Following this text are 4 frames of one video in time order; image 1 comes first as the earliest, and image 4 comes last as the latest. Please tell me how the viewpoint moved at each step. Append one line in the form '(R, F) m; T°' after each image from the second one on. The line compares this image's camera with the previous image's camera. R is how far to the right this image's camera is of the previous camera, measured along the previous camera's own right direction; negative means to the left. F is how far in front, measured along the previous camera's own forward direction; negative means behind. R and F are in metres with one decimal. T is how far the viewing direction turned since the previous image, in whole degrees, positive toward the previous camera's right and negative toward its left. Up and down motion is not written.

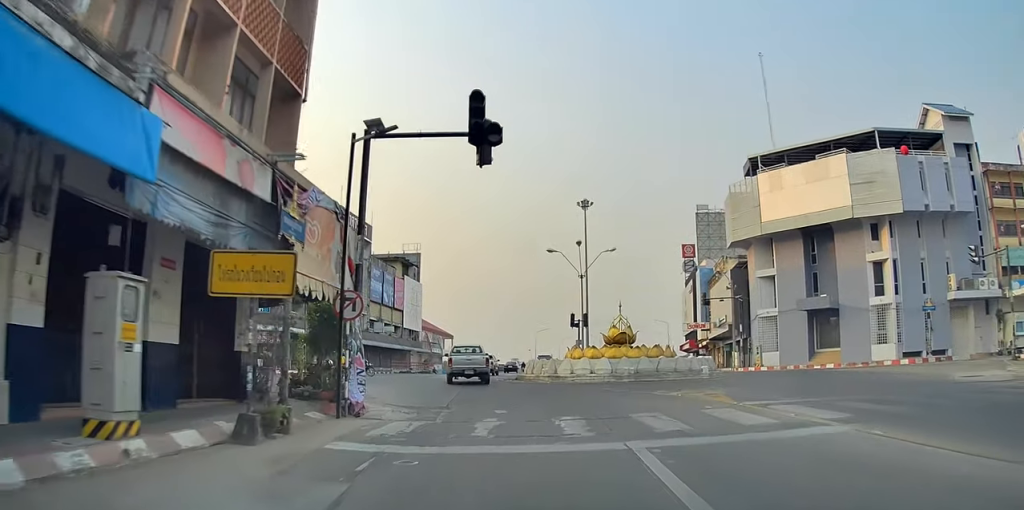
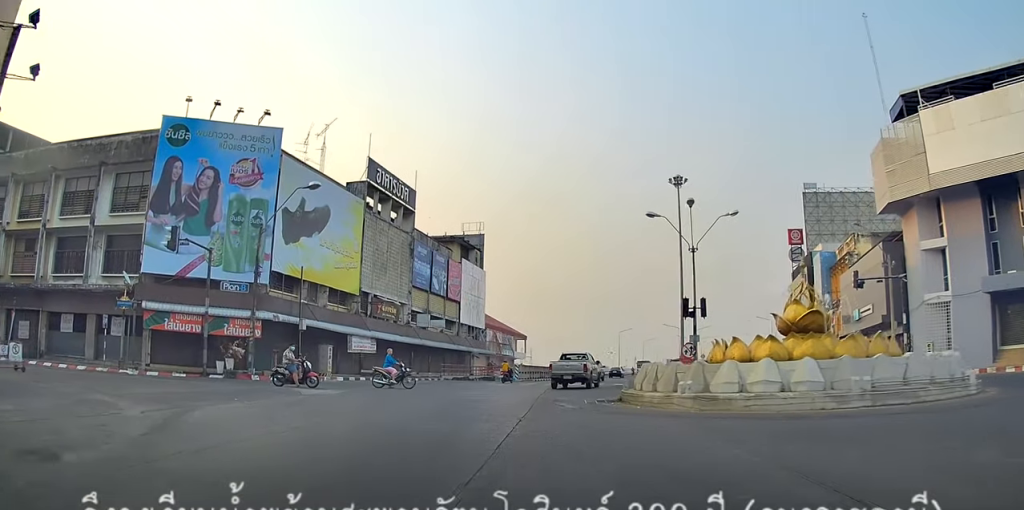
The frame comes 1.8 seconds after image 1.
(-1.4, +15.4) m; -11°
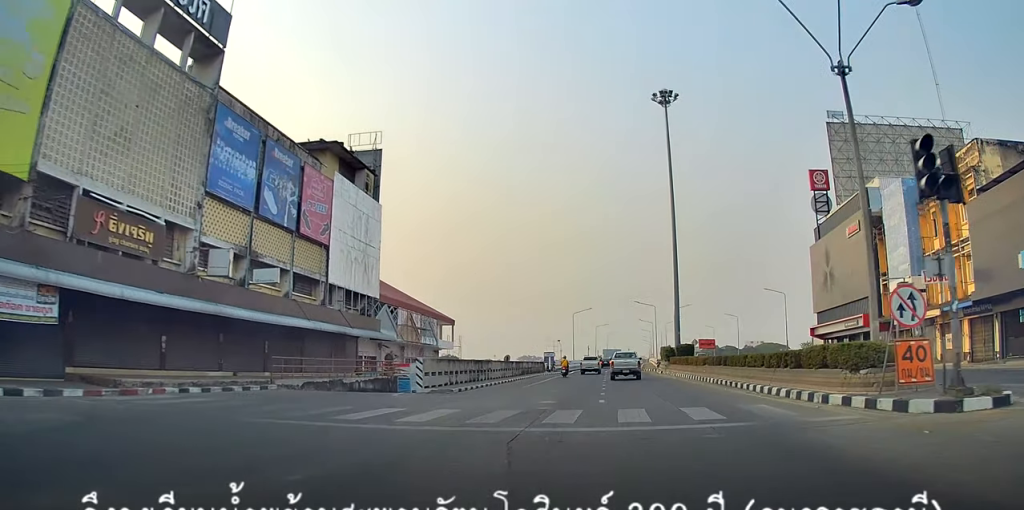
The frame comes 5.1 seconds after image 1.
(-1.1, +26.3) m; +6°
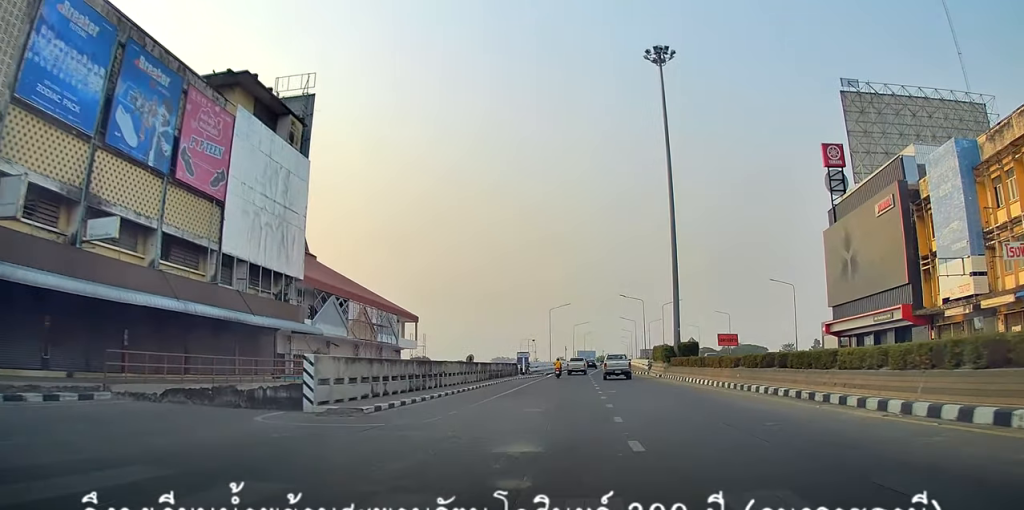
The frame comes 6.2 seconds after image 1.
(+0.1, +9.4) m; 0°
